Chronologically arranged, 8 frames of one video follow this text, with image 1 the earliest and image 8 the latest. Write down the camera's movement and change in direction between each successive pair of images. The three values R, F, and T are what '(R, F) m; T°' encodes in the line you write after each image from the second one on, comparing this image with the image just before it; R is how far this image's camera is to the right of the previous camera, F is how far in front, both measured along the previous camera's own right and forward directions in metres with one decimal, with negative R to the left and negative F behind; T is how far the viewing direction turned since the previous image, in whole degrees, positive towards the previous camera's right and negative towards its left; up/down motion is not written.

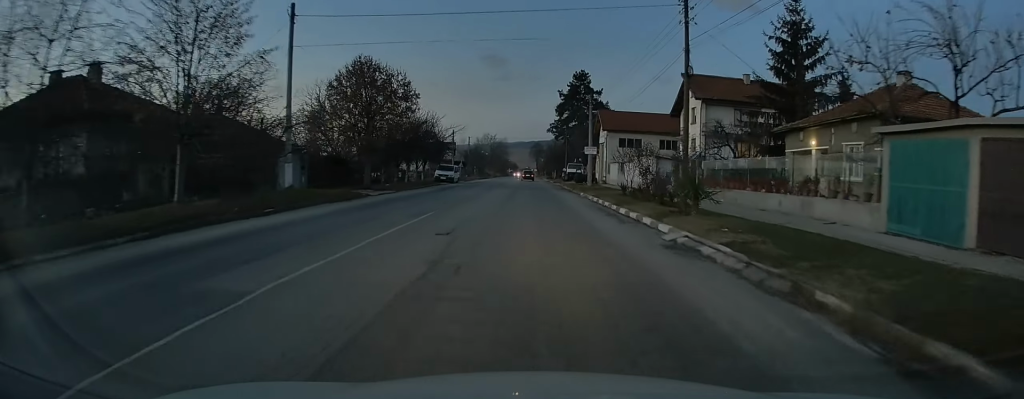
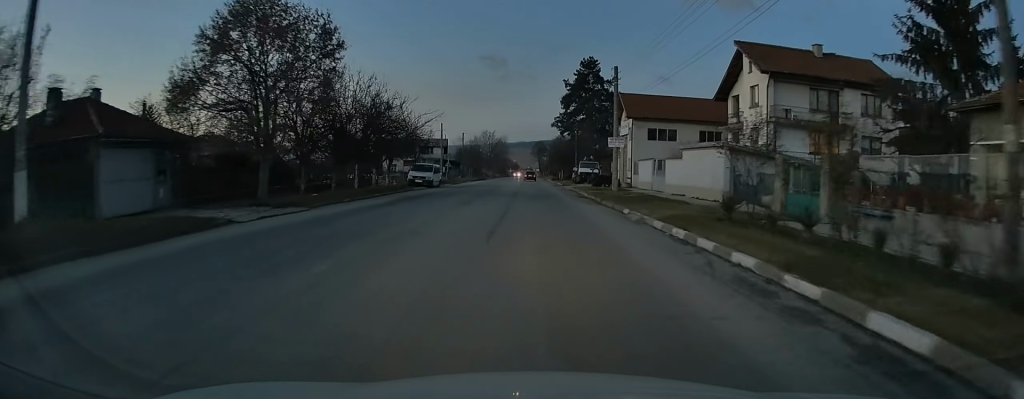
(-0.1, +15.4) m; 0°
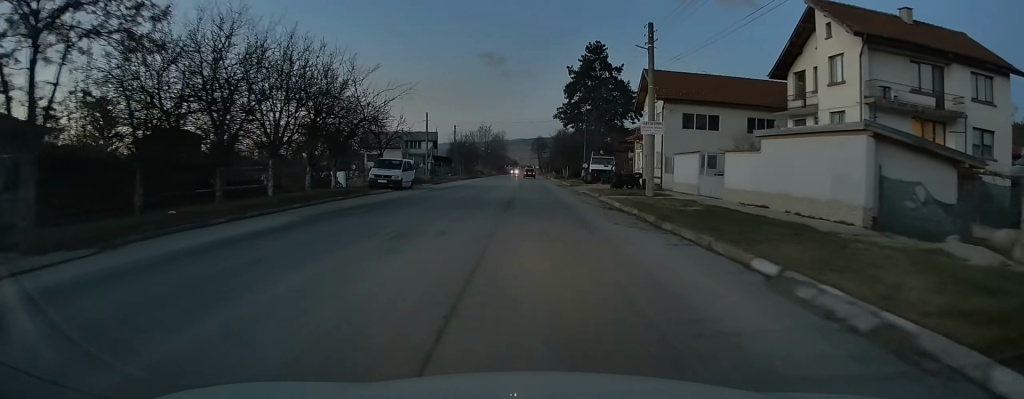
(0.0, +12.0) m; 0°
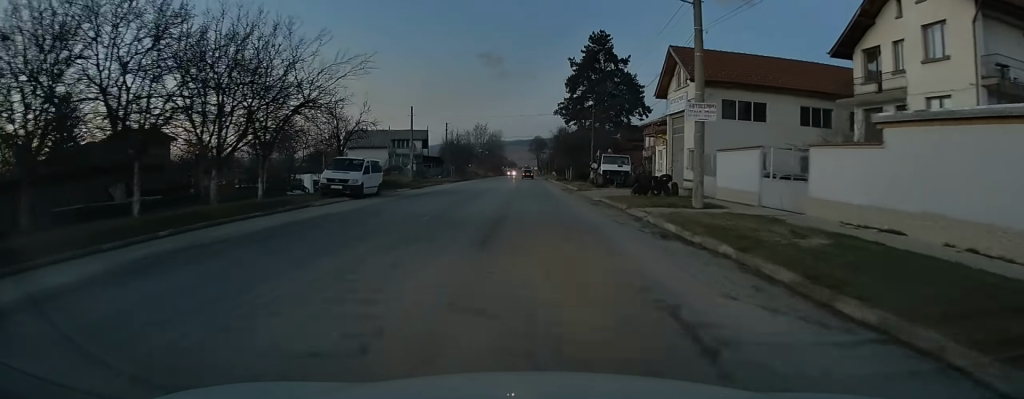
(0.0, +8.6) m; 0°
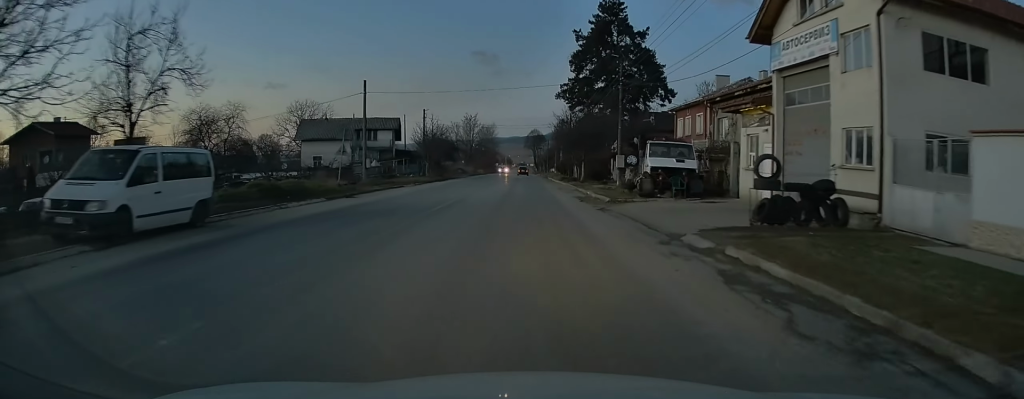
(-0.1, +17.5) m; 0°
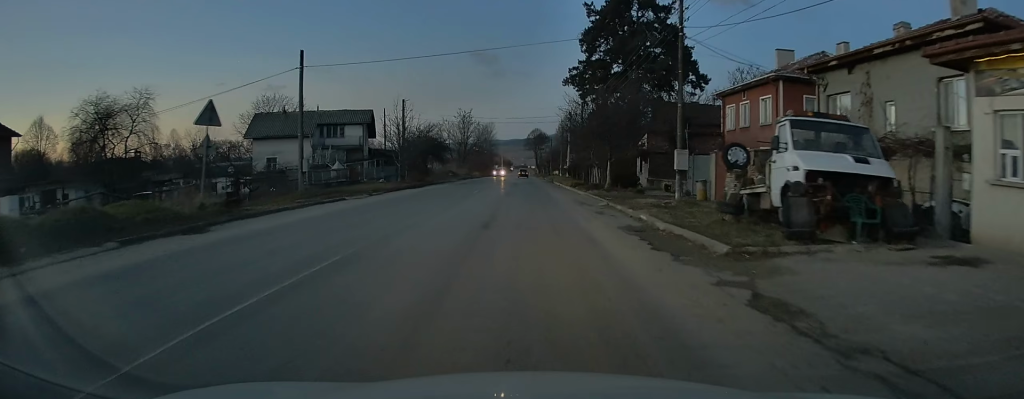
(0.0, +14.2) m; 0°
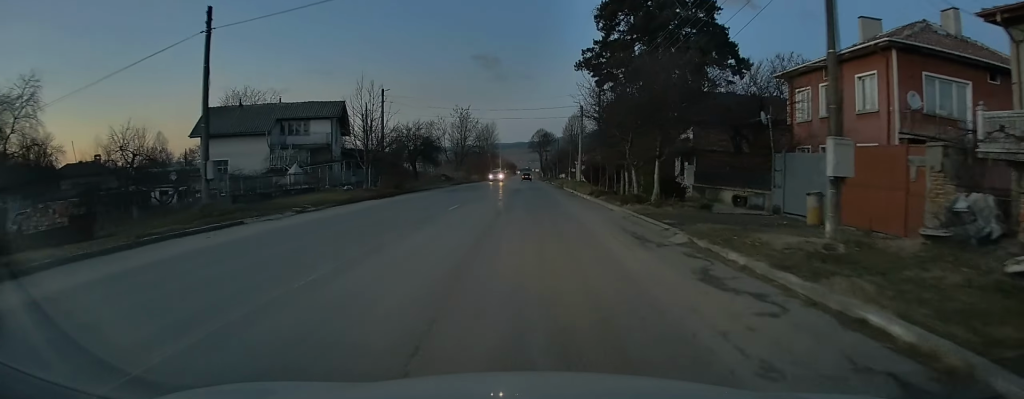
(+0.1, +11.4) m; -1°
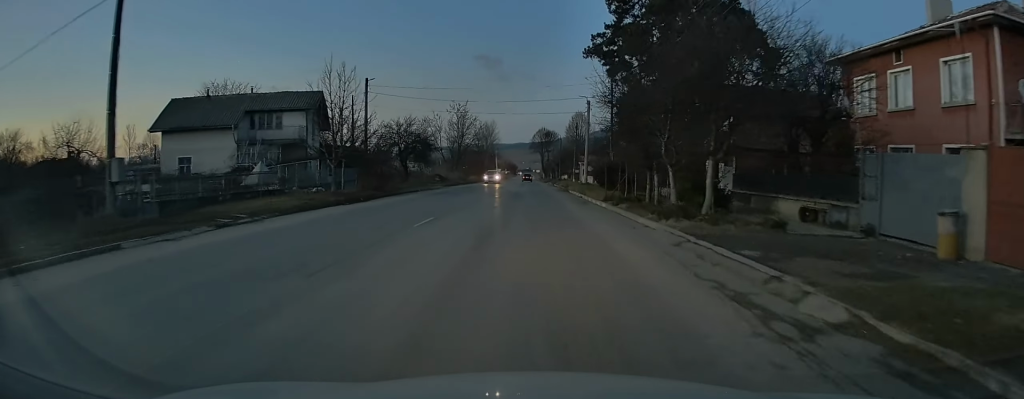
(0.0, +6.2) m; 0°
